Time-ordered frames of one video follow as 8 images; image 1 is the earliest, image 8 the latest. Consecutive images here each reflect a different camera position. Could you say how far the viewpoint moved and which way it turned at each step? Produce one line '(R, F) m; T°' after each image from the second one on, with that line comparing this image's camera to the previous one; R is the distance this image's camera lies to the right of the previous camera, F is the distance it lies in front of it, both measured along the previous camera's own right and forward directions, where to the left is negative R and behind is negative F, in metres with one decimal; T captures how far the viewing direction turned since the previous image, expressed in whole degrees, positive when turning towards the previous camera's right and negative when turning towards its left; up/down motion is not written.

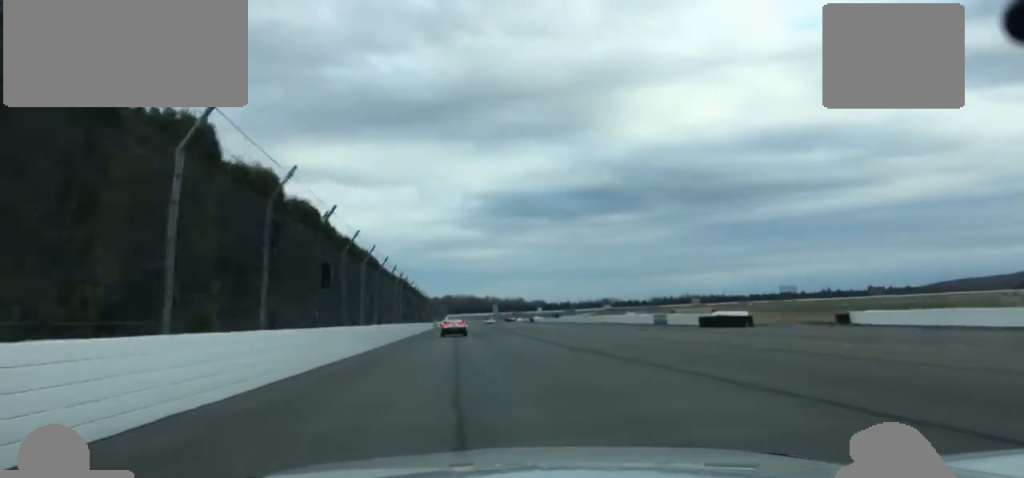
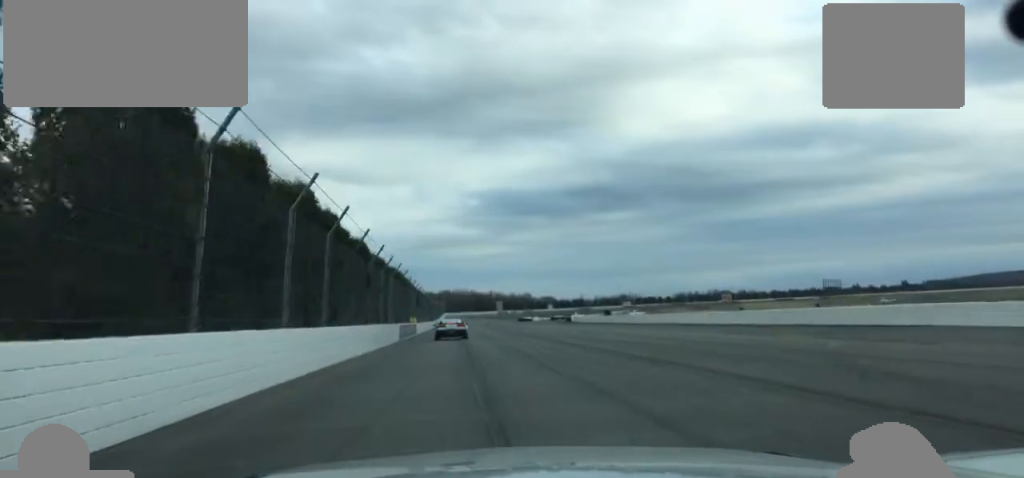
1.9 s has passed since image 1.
(+0.7, +84.4) m; +1°
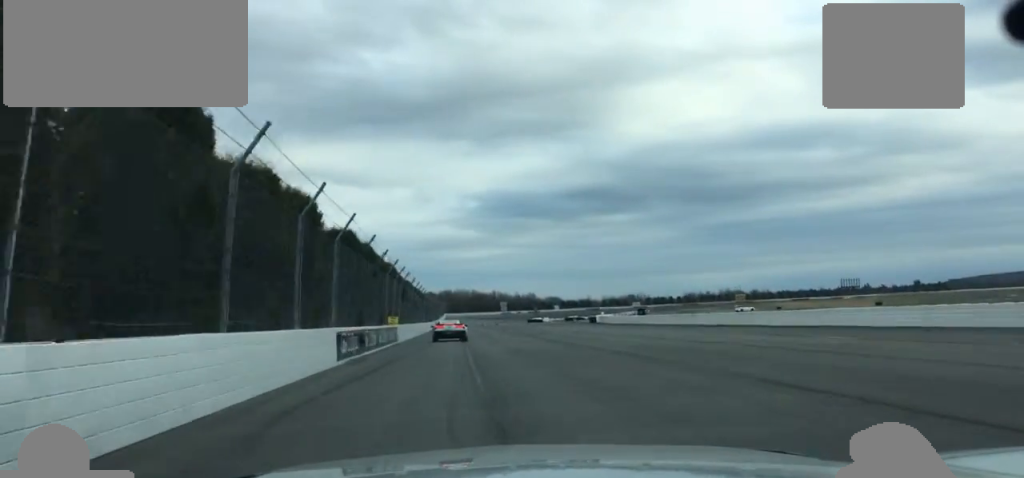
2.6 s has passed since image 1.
(0.0, +30.8) m; 0°
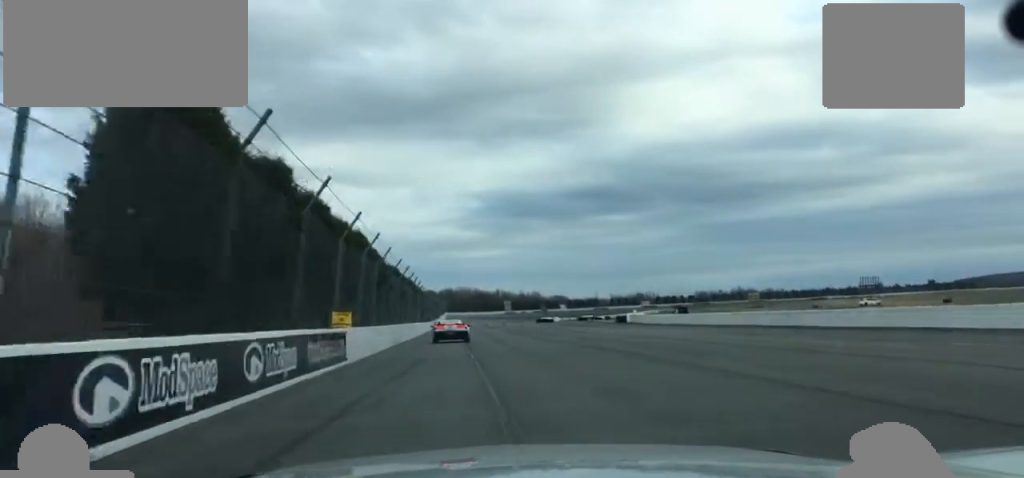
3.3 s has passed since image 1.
(0.0, +23.3) m; 0°
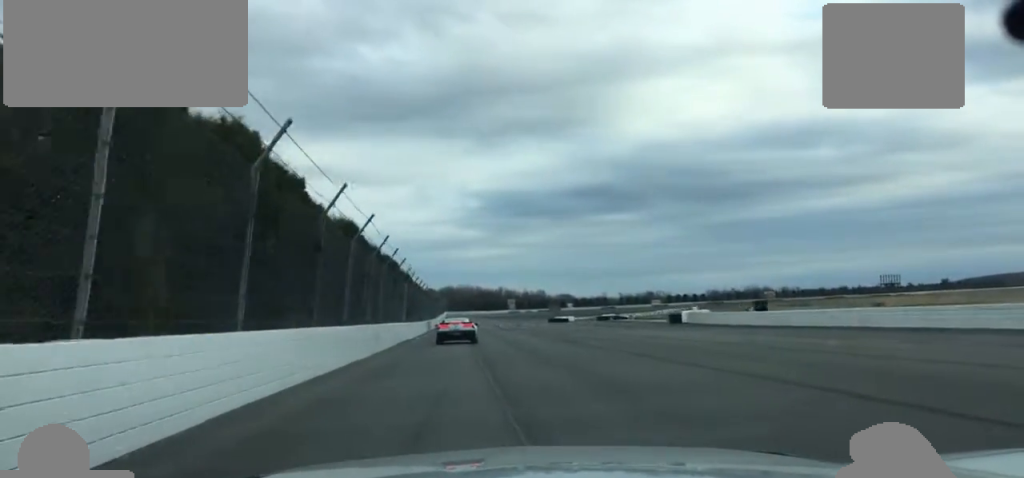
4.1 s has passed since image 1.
(-0.1, +27.9) m; 0°
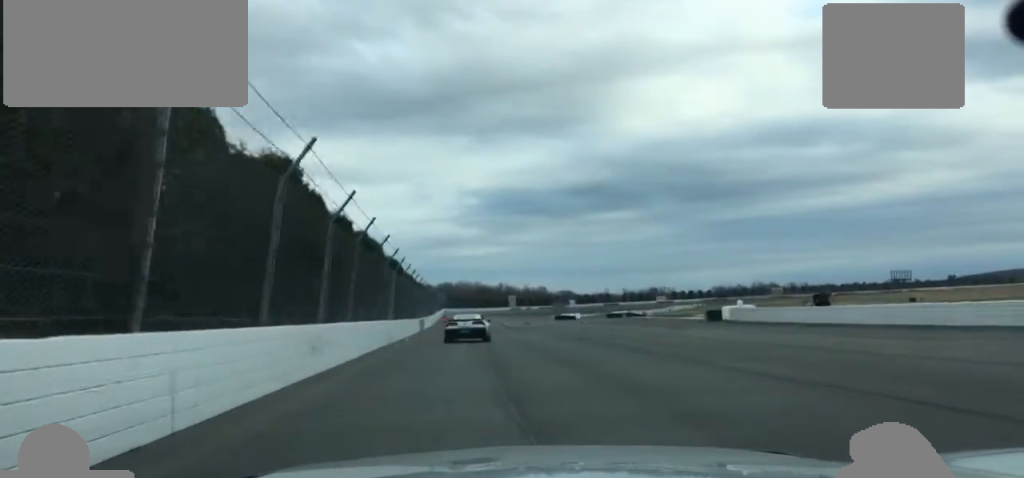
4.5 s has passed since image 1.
(-0.2, +13.3) m; 0°
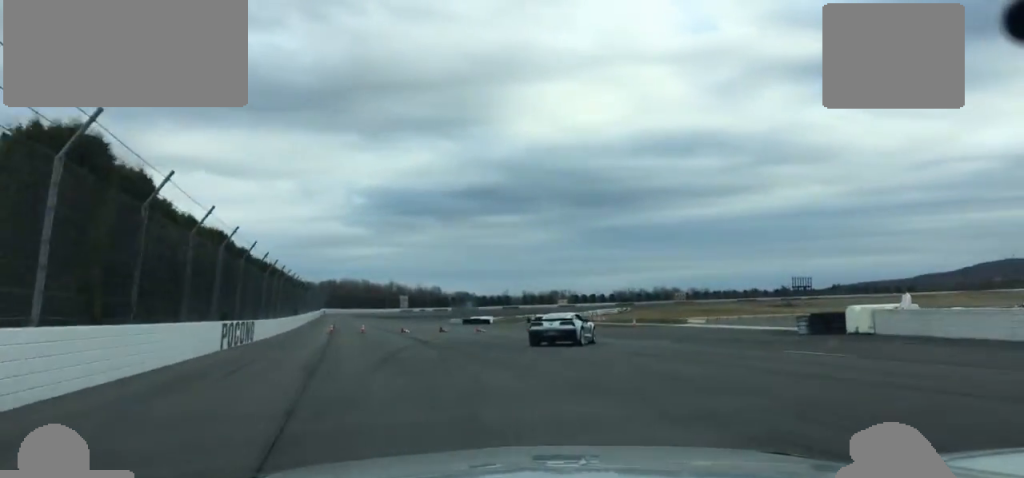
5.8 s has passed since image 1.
(+1.6, +40.0) m; +9°
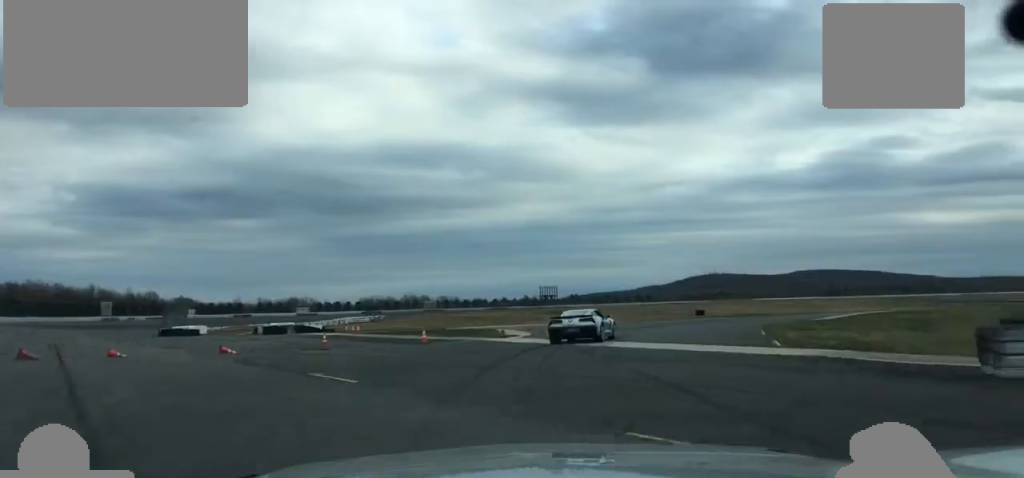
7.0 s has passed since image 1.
(+4.2, +30.8) m; +15°
